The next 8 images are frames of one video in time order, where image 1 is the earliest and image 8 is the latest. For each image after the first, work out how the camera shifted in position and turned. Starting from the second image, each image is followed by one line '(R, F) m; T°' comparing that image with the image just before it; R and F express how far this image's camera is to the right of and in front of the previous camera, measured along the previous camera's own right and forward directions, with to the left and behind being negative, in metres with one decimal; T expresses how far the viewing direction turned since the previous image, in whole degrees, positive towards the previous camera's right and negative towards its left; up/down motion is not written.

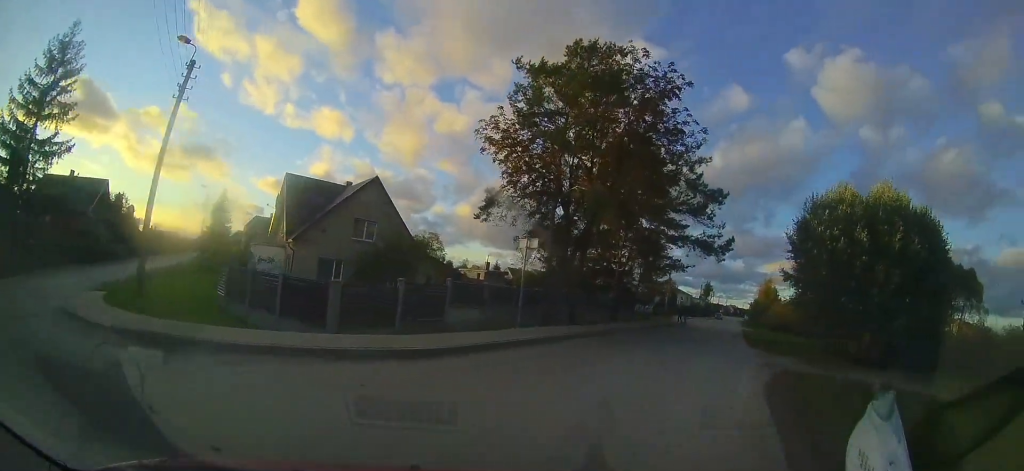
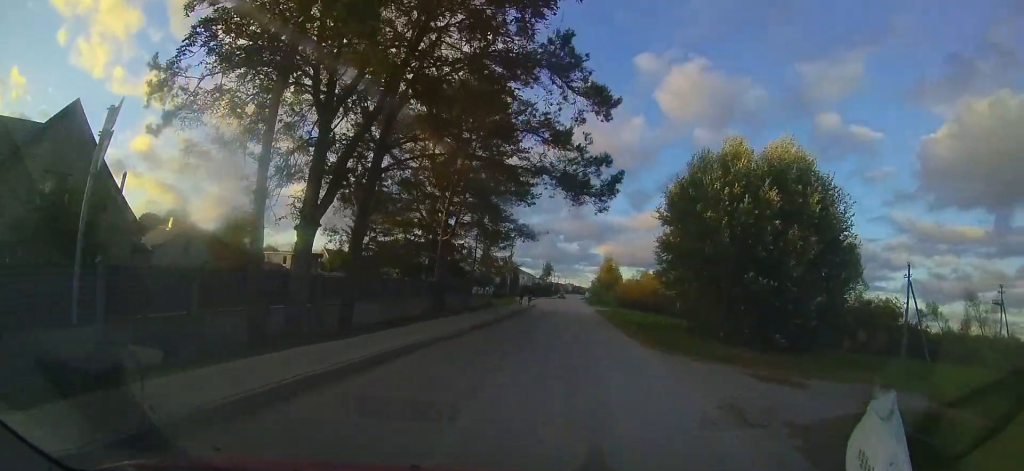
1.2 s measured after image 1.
(+1.0, +6.3) m; +23°
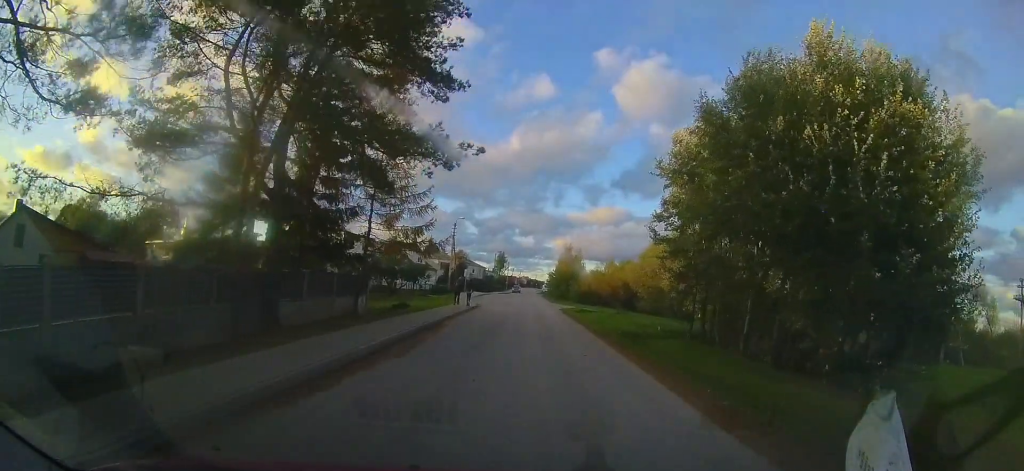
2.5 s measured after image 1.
(+1.6, +7.5) m; +22°
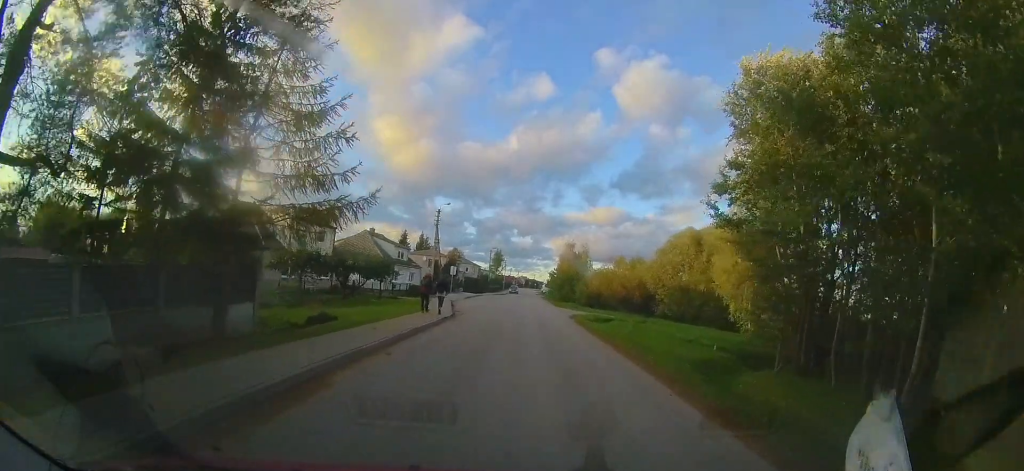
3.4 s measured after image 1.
(+0.5, +6.5) m; +5°
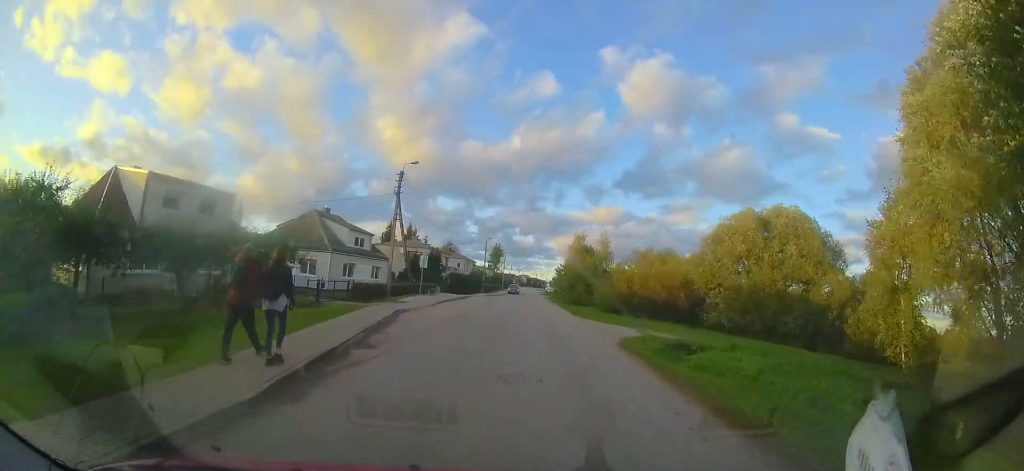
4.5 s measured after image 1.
(+0.4, +11.1) m; +2°
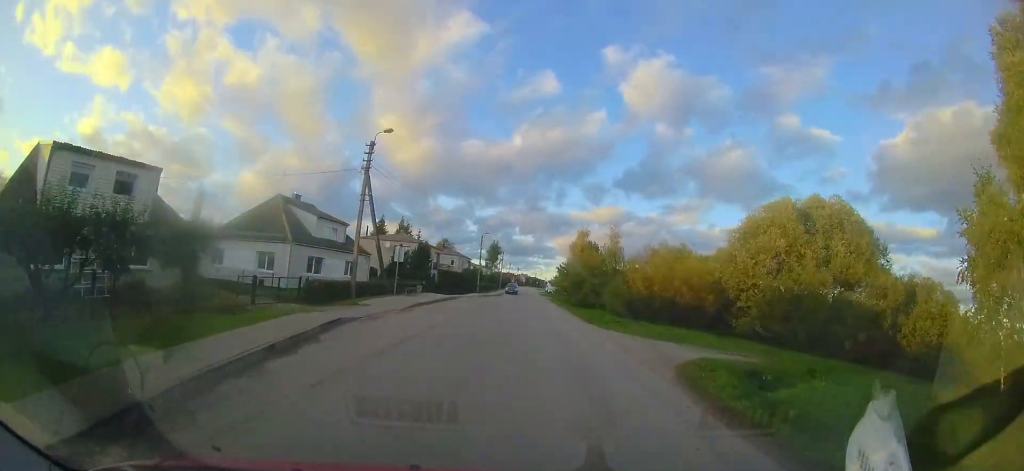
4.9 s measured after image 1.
(0.0, +5.4) m; +1°
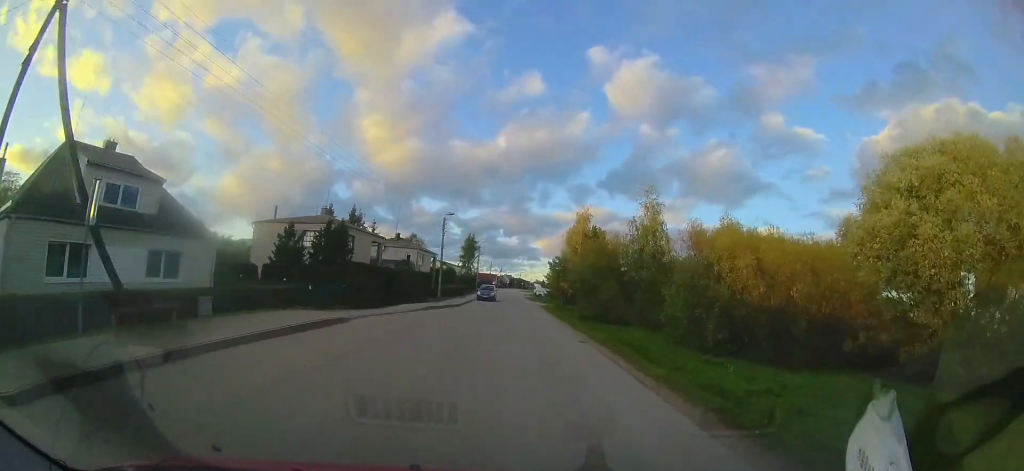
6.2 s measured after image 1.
(+0.4, +15.8) m; +2°
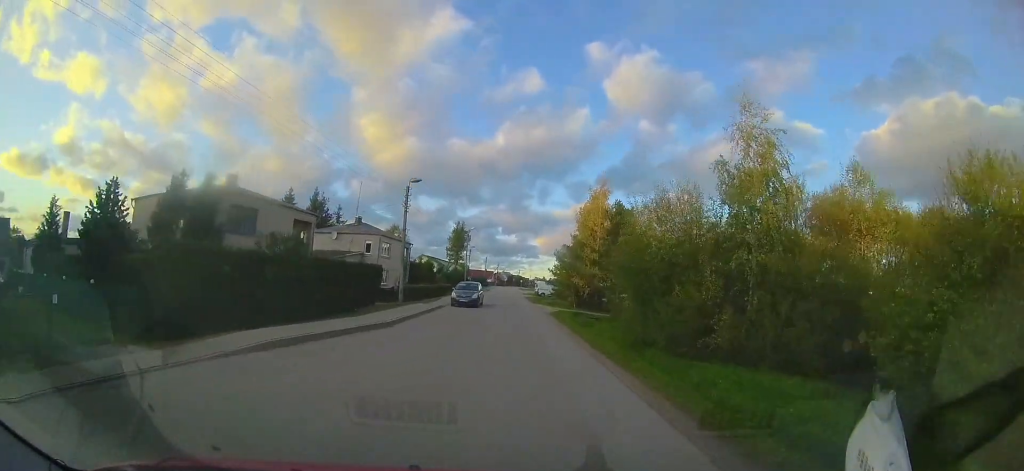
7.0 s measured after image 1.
(+0.1, +11.7) m; 0°
